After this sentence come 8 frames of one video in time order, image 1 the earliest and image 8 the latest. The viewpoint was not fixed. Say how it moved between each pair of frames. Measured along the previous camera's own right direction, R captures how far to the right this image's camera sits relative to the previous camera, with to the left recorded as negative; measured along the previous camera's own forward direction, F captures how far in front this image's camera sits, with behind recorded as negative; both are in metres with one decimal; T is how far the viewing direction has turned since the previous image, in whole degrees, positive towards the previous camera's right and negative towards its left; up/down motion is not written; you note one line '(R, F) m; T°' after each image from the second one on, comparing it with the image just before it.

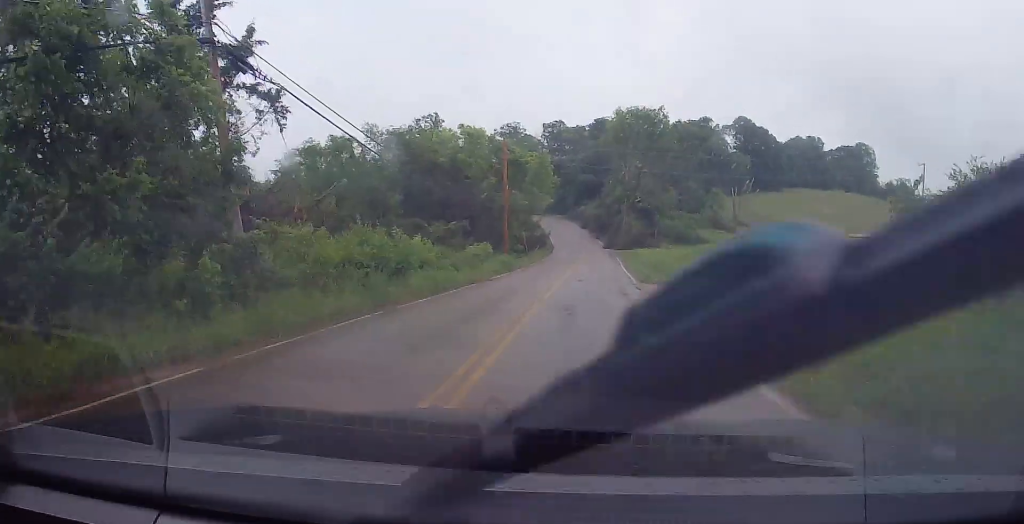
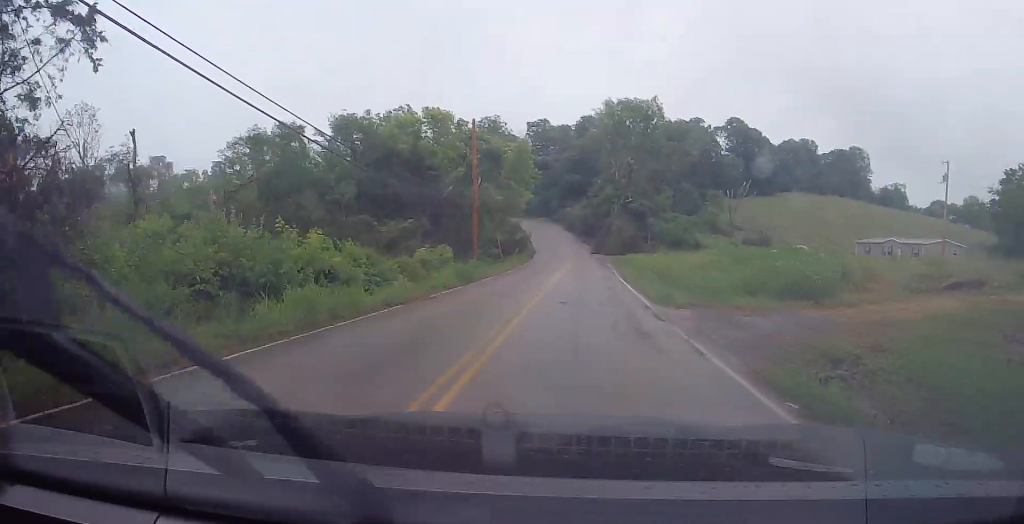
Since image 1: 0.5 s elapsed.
(+0.1, +8.5) m; +1°
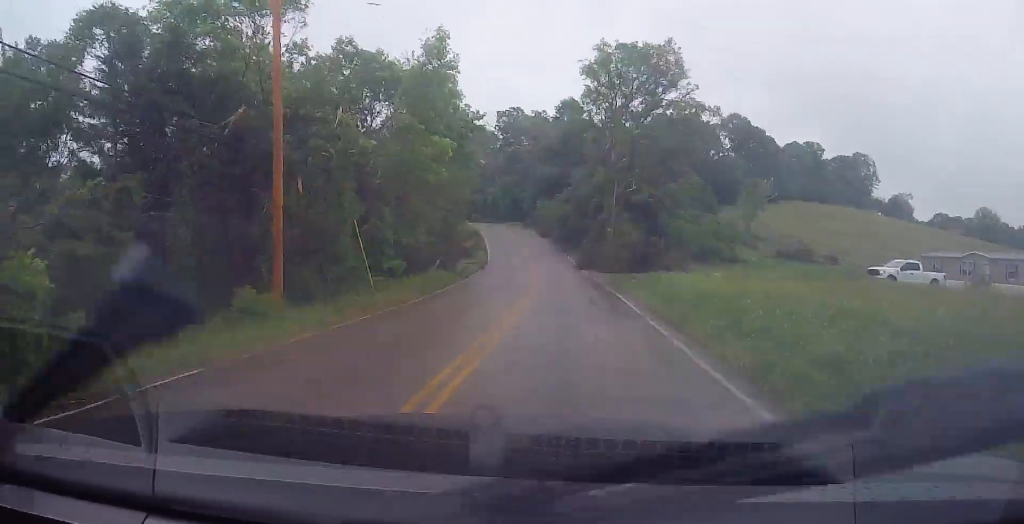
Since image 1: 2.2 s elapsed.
(+0.6, +26.0) m; +1°
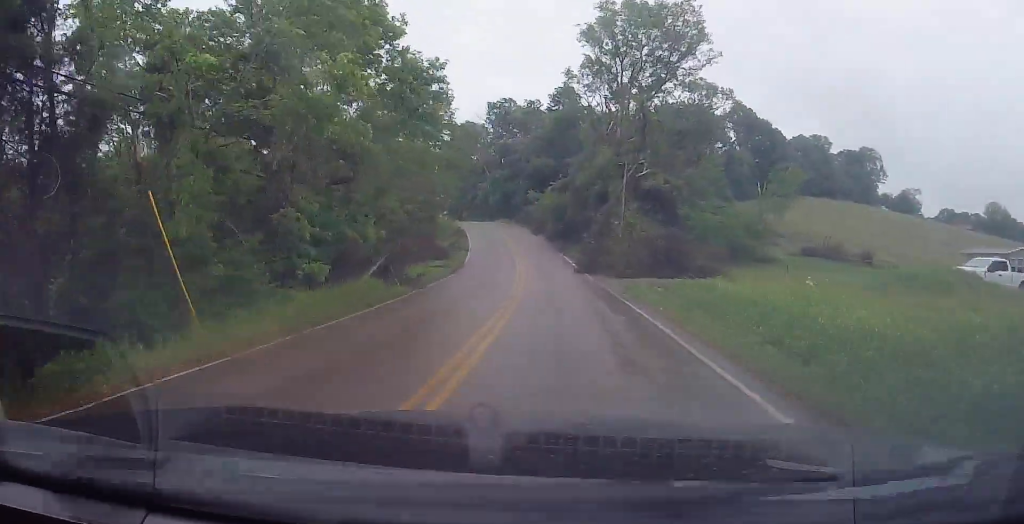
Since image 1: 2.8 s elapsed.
(0.0, +9.4) m; 0°
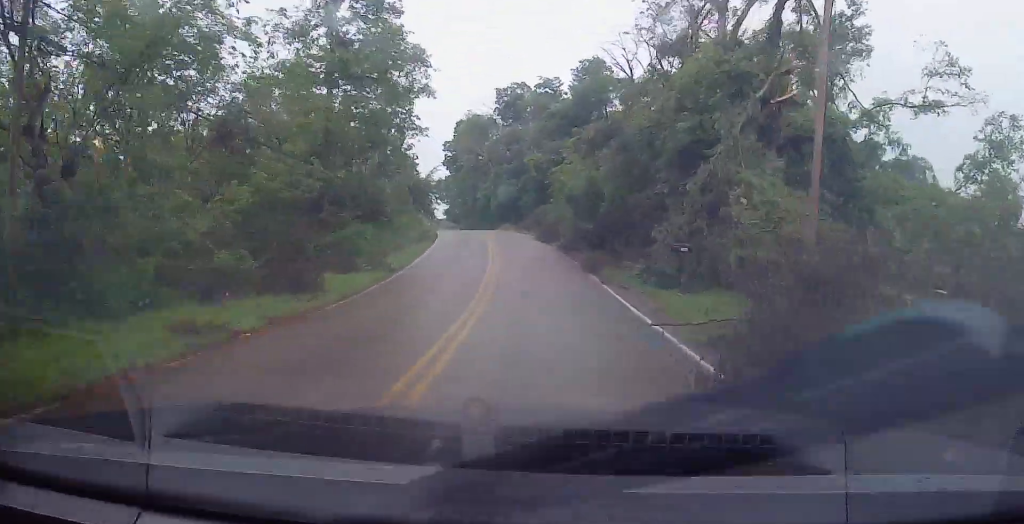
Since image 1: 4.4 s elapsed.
(-0.3, +24.2) m; -2°
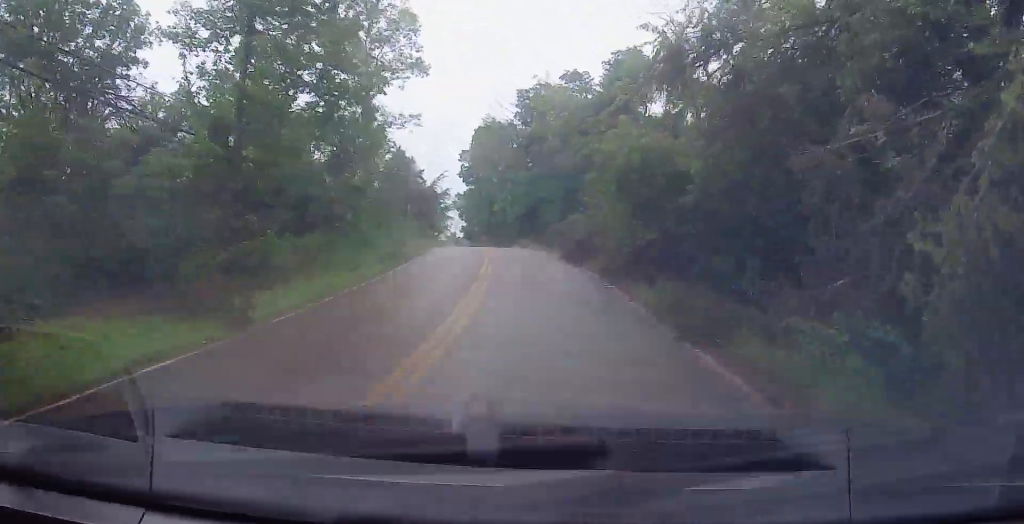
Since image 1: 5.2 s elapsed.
(-0.4, +11.8) m; 0°
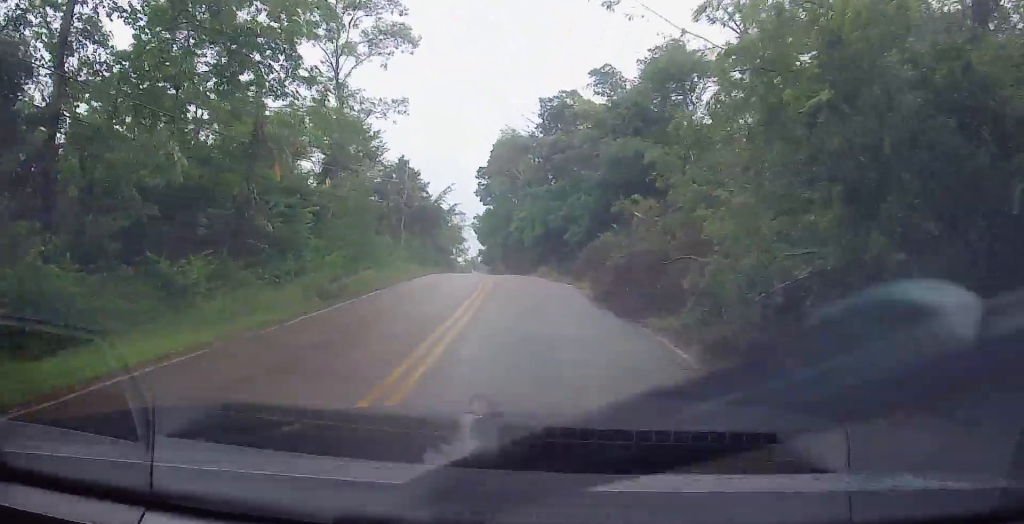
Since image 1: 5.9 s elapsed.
(+0.3, +10.1) m; -2°
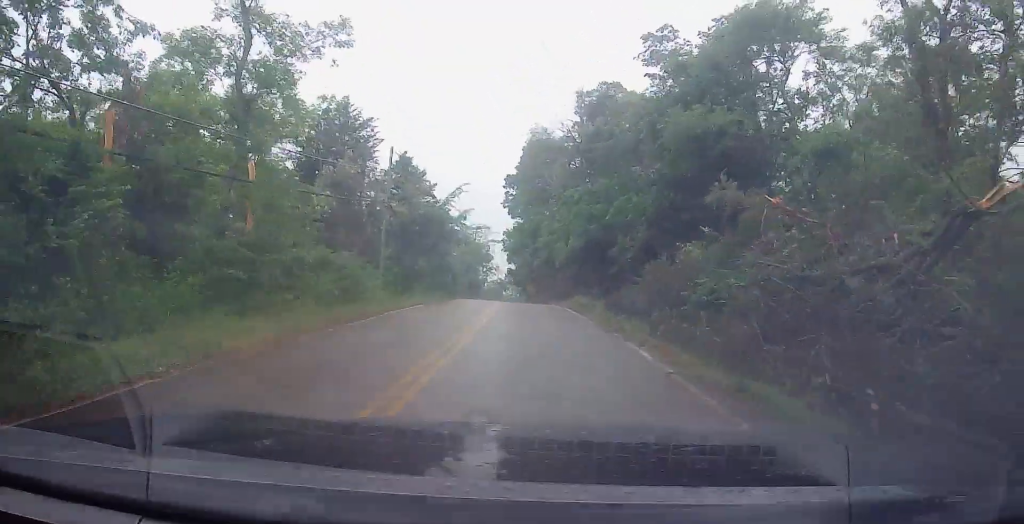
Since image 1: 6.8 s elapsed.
(-0.5, +13.0) m; -4°
